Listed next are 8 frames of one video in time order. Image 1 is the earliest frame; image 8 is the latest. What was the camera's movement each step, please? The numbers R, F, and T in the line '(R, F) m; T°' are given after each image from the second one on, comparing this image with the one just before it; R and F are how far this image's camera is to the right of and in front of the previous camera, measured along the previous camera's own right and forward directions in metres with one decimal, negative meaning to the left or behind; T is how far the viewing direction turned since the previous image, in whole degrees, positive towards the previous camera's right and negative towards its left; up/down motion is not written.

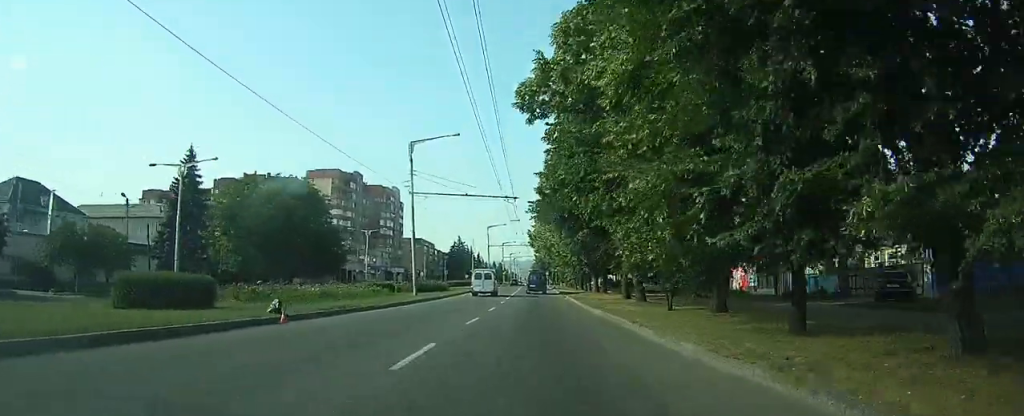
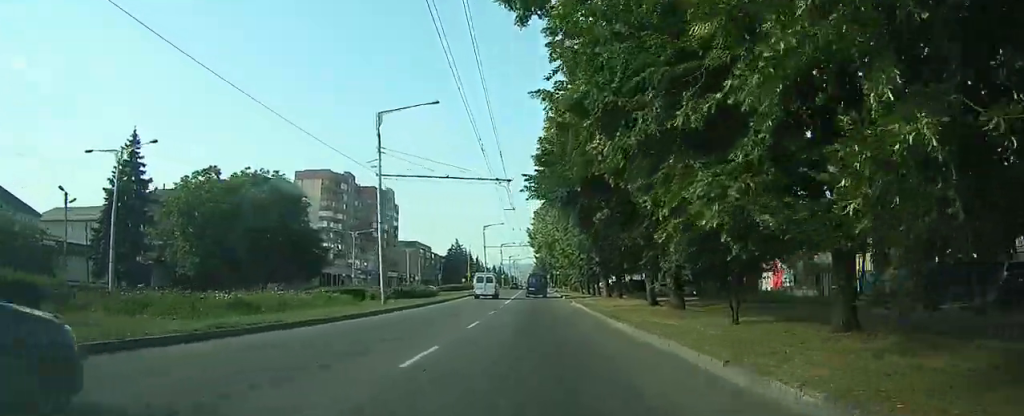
(+0.2, +9.2) m; 0°
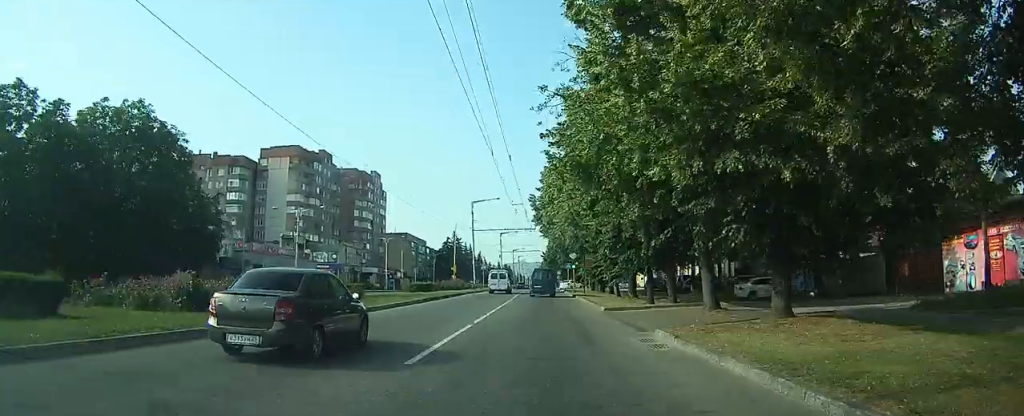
(-0.4, +31.0) m; -1°
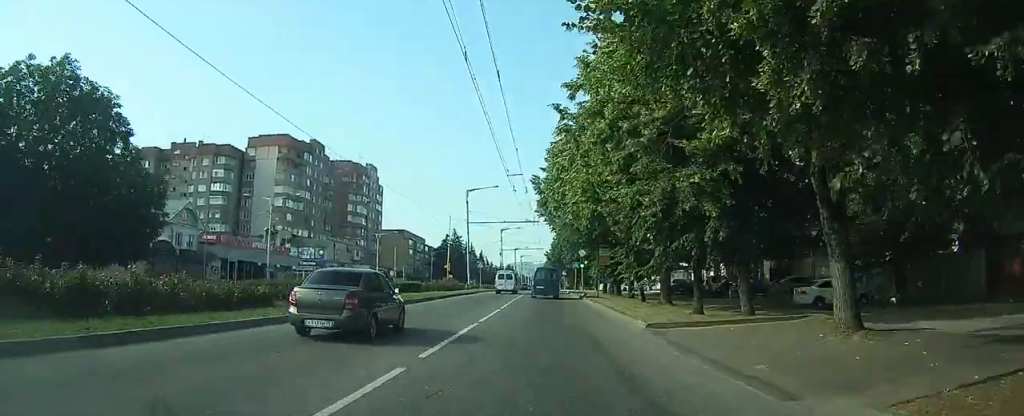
(-0.2, +9.9) m; -1°
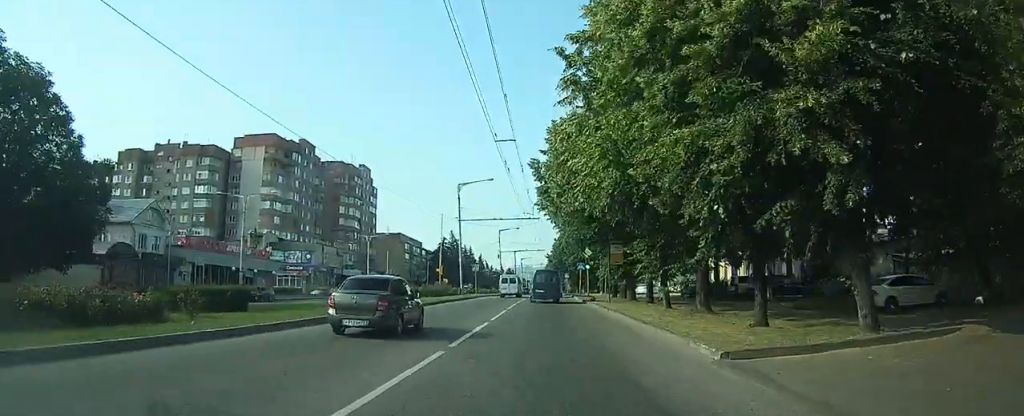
(0.0, +7.0) m; 0°
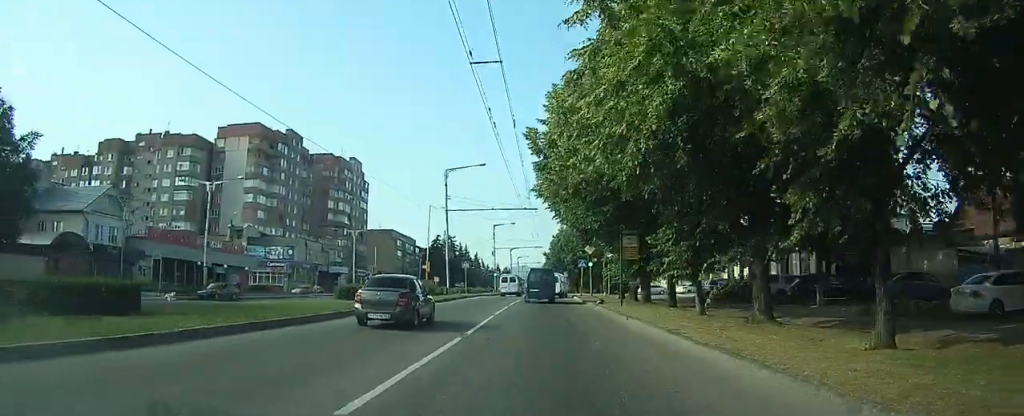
(0.0, +6.9) m; 0°
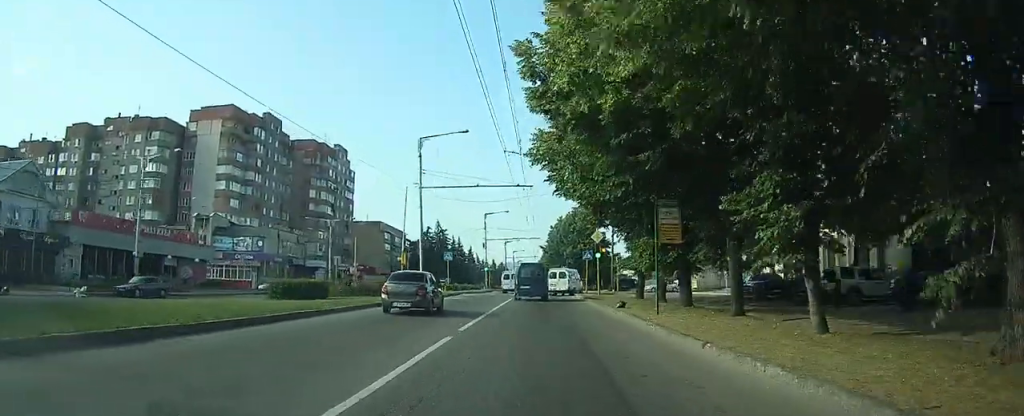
(0.0, +10.7) m; 0°
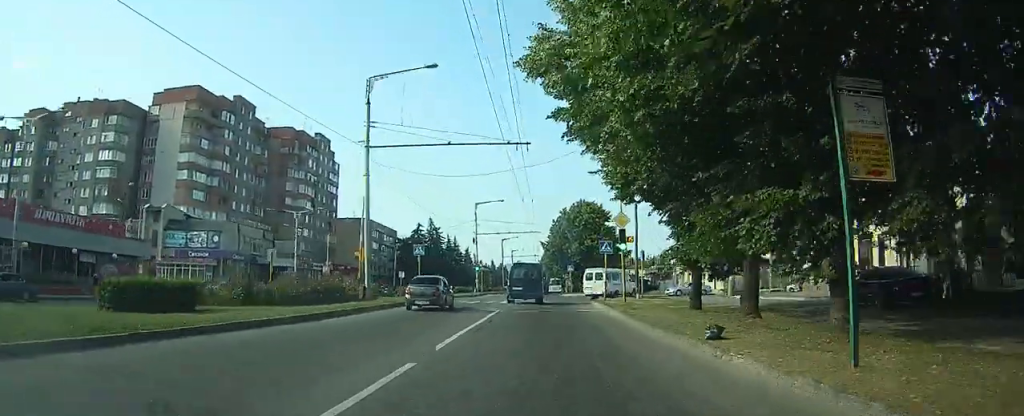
(0.0, +14.7) m; 0°
